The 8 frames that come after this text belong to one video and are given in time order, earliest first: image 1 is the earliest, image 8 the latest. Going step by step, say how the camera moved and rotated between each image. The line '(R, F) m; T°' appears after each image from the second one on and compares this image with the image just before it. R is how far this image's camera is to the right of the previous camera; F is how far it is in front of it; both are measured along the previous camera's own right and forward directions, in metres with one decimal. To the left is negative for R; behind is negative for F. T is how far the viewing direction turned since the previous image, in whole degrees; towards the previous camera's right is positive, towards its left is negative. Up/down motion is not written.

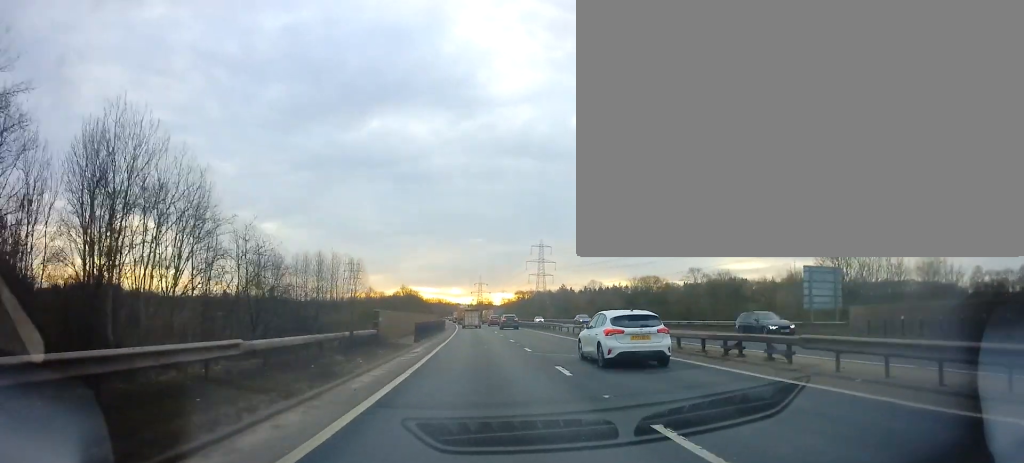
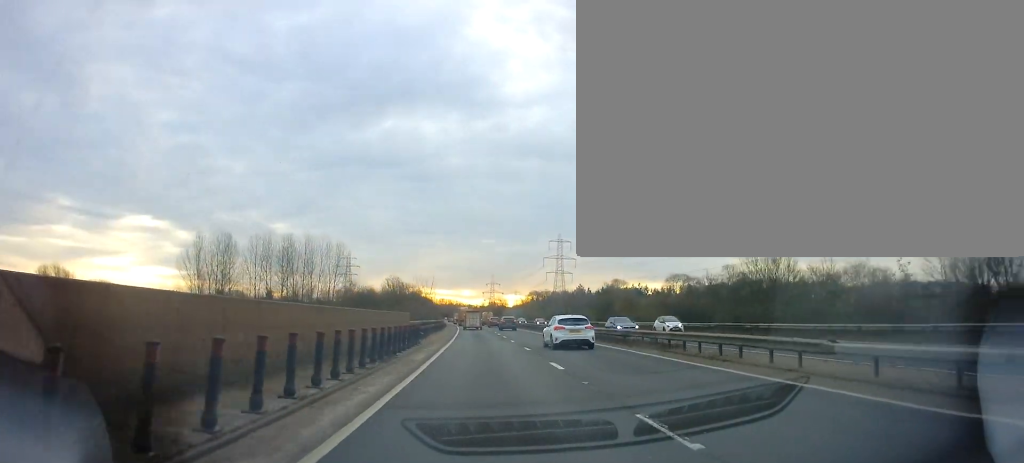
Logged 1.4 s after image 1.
(0.0, +34.8) m; -1°
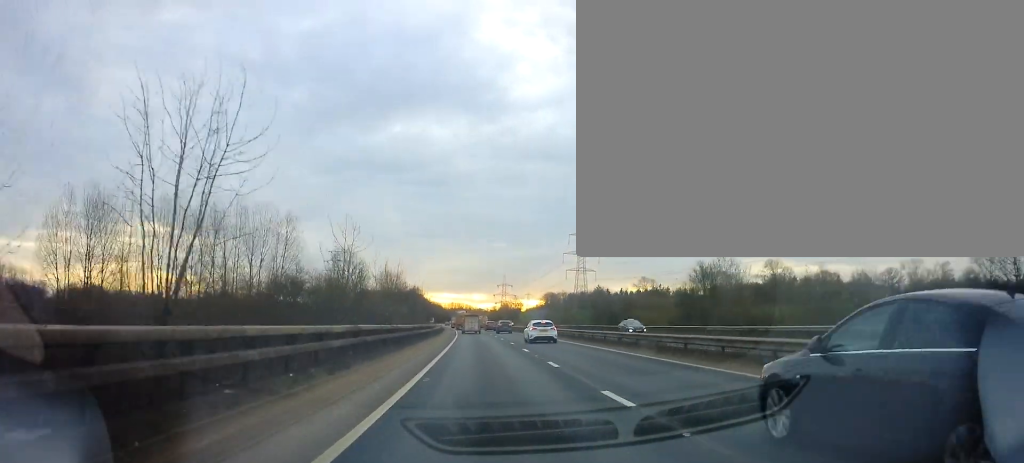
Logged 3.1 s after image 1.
(-0.8, +39.7) m; -2°
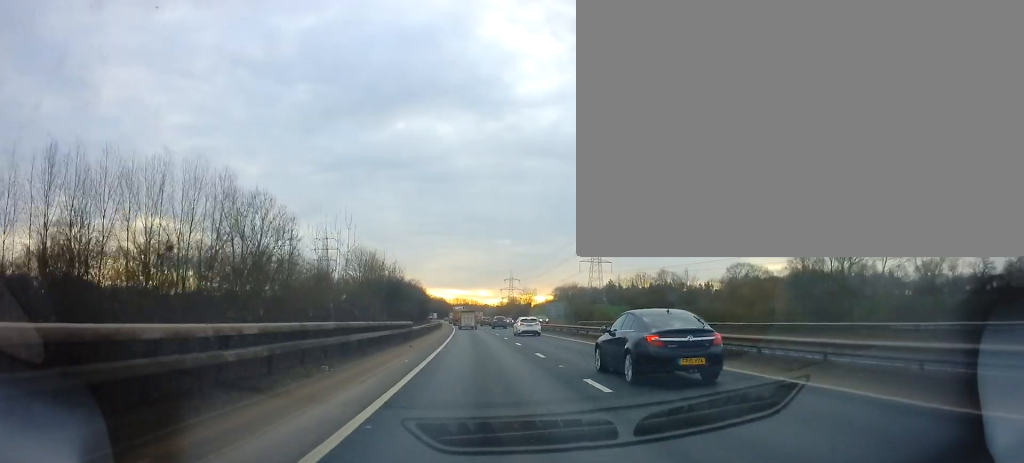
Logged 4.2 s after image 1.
(0.0, +24.2) m; 0°
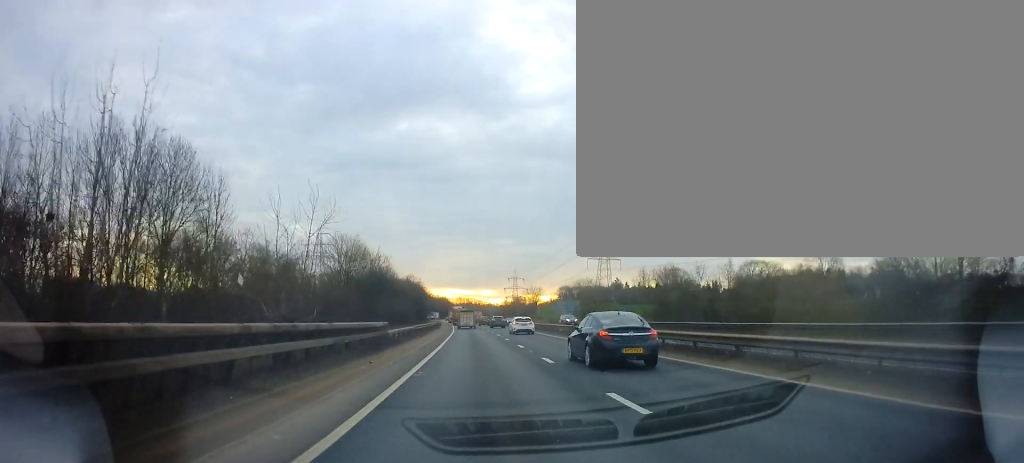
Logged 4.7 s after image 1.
(0.0, +11.2) m; 0°
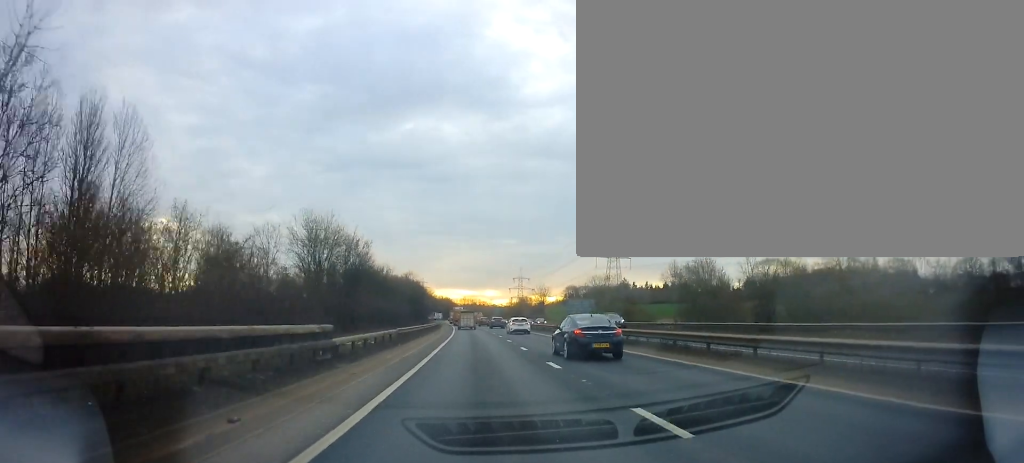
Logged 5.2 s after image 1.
(0.0, +10.2) m; 0°
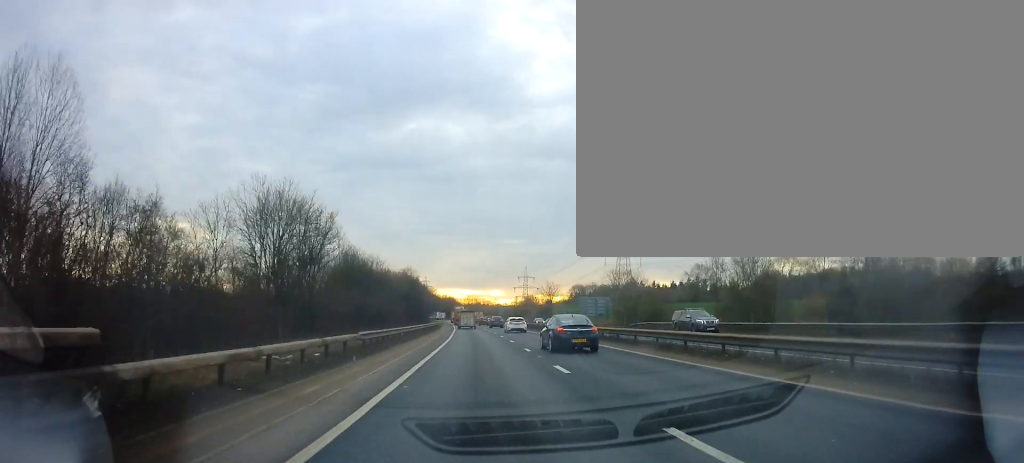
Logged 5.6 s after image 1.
(+0.1, +10.0) m; 0°
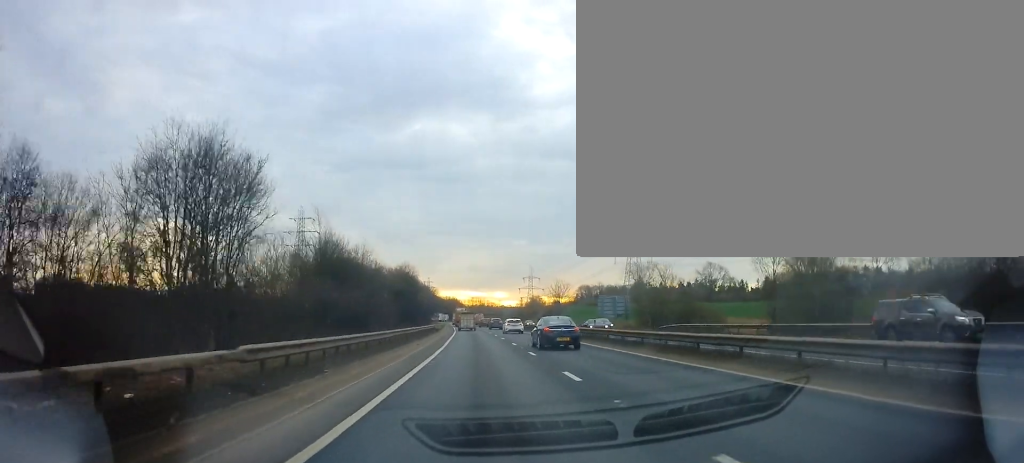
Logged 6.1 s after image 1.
(0.0, +9.9) m; -1°
